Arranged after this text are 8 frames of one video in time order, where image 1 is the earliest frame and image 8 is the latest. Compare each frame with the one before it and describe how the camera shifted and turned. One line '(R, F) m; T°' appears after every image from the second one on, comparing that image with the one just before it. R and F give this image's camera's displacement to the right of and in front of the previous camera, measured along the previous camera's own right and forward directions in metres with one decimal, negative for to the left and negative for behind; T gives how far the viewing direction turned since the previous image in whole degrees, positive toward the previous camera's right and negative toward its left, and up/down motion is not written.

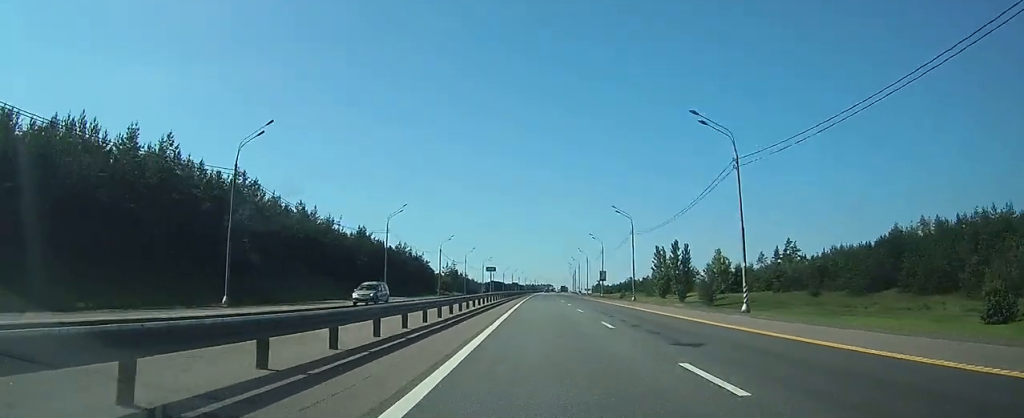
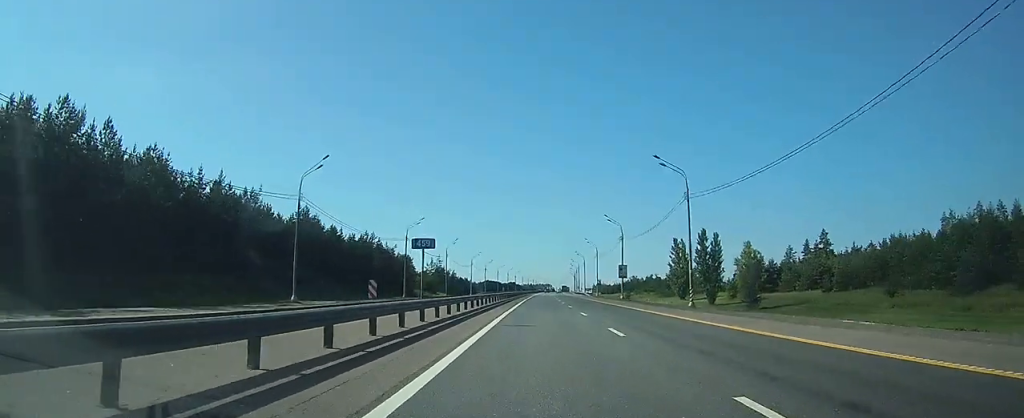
(+0.2, +27.5) m; +1°
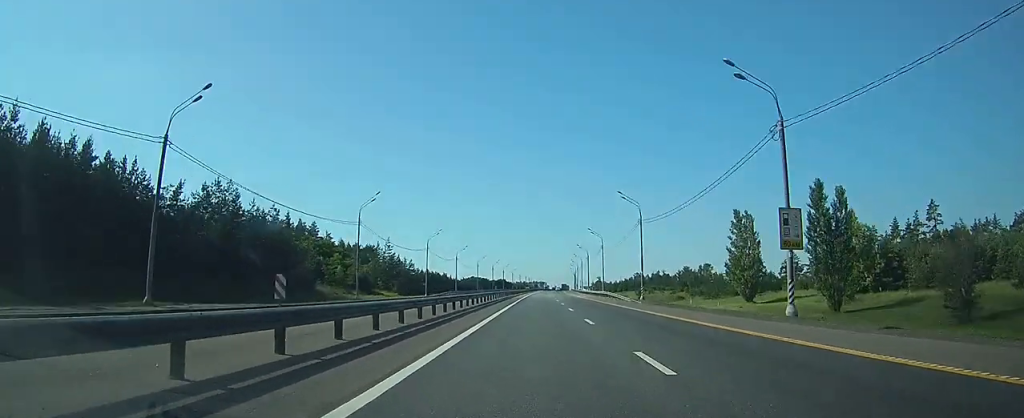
(+0.1, +55.9) m; 0°
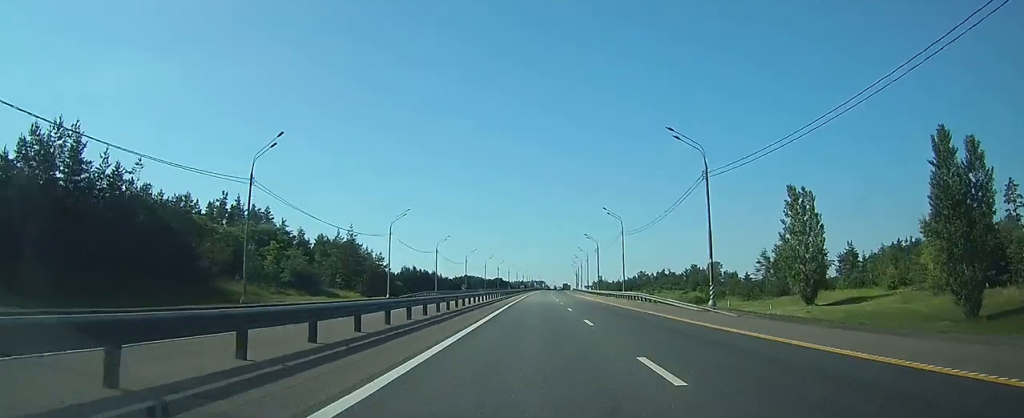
(0.0, +25.1) m; 0°
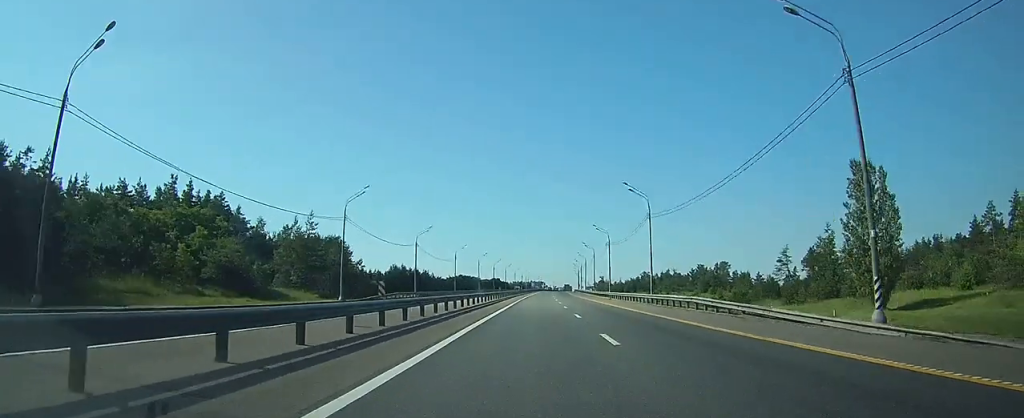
(0.0, +18.6) m; 0°
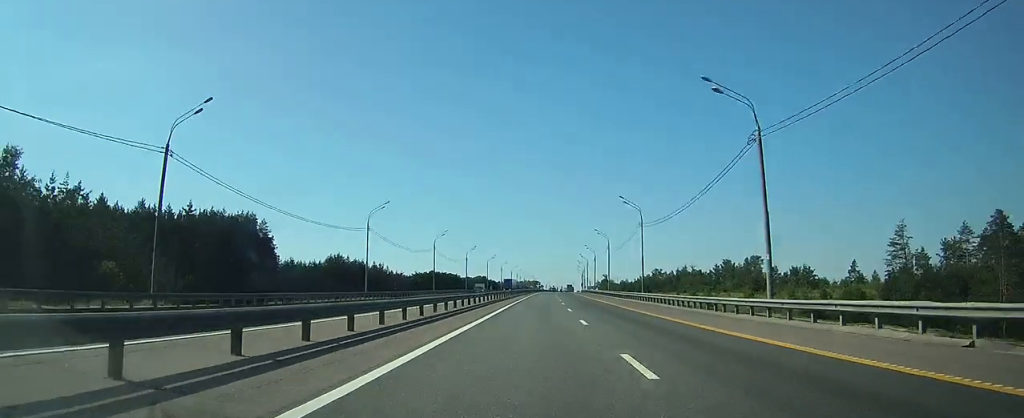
(+0.3, +65.1) m; +1°
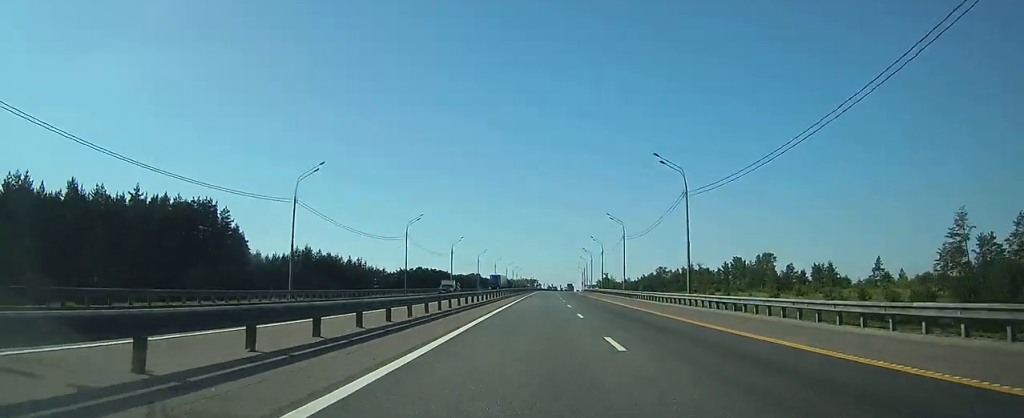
(0.0, +20.6) m; 0°
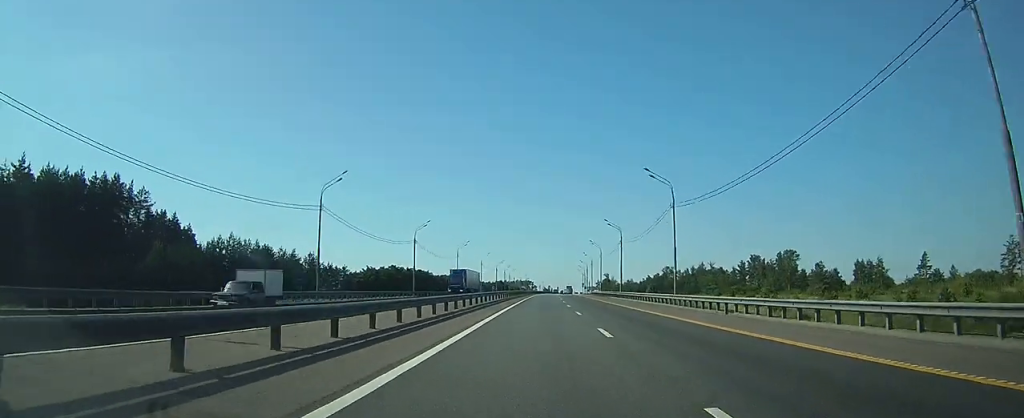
(+0.2, +32.5) m; 0°
